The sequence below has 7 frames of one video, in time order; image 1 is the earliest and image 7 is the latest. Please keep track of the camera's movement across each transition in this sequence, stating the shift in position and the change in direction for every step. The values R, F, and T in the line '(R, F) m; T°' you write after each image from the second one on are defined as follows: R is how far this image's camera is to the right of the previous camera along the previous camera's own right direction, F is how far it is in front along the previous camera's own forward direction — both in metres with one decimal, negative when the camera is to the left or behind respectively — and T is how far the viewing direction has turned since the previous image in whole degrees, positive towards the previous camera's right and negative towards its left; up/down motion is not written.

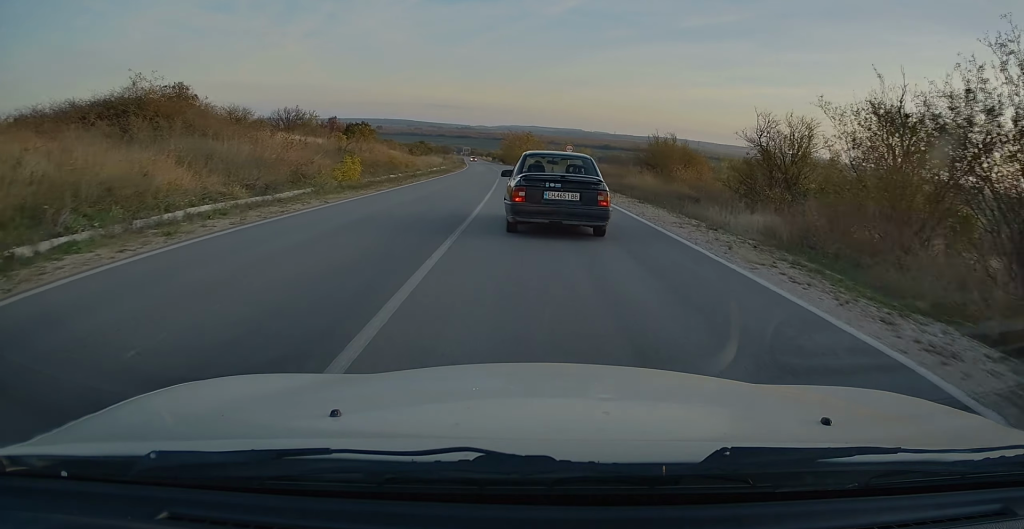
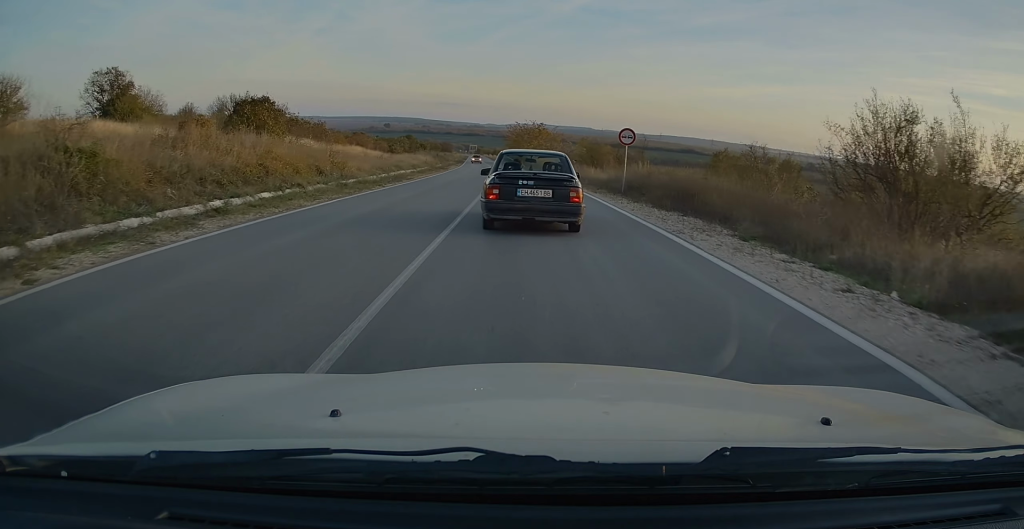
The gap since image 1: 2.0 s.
(-0.2, +25.5) m; -1°
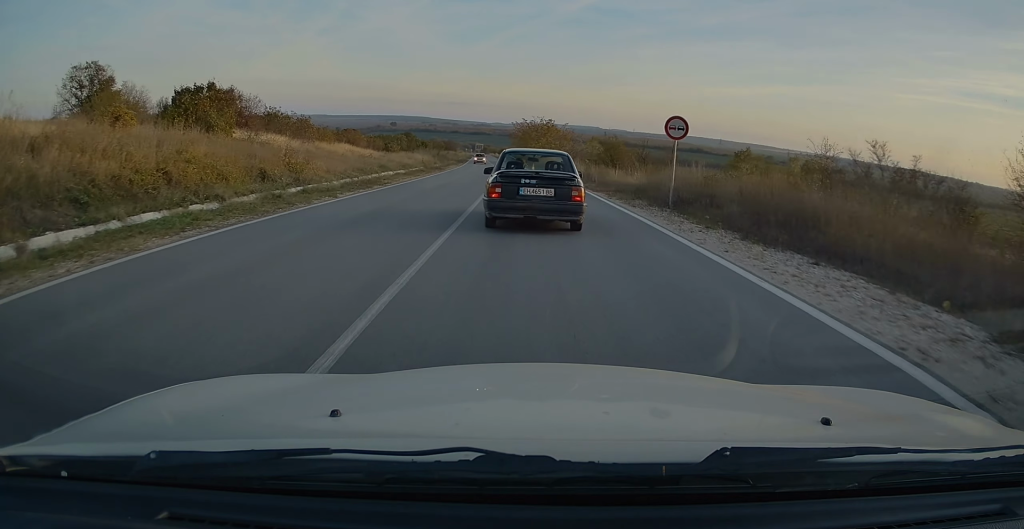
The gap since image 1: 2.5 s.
(0.0, +7.3) m; 0°
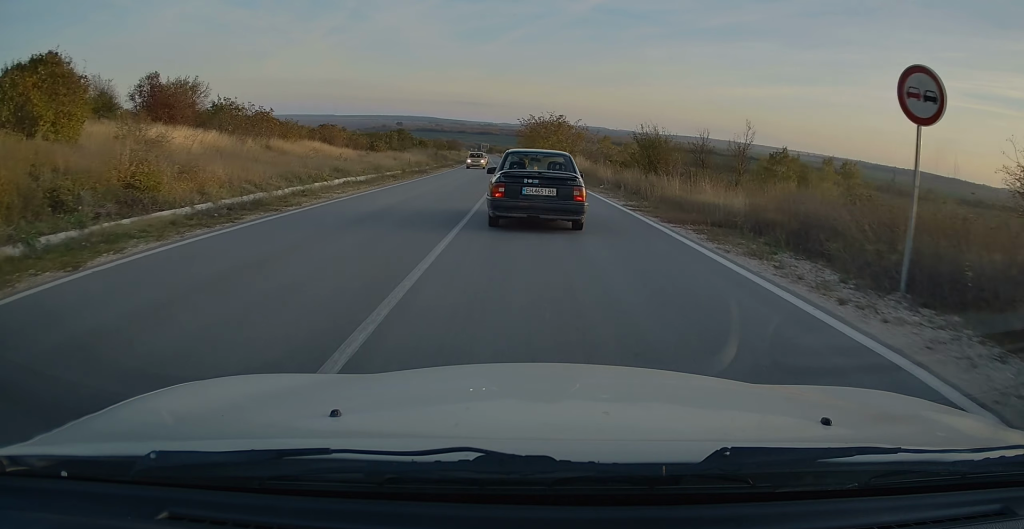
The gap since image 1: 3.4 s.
(-0.1, +11.6) m; -2°
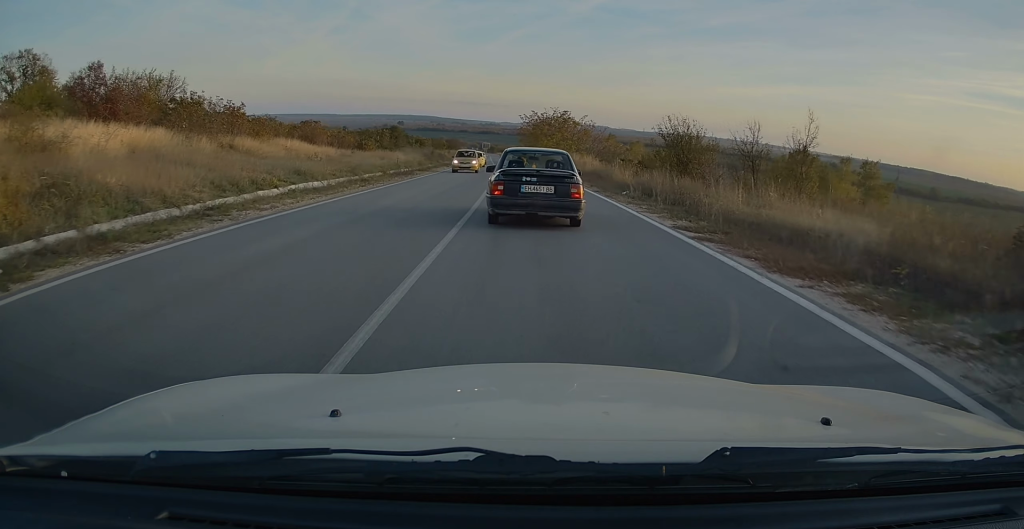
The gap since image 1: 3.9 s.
(-0.1, +6.0) m; 0°
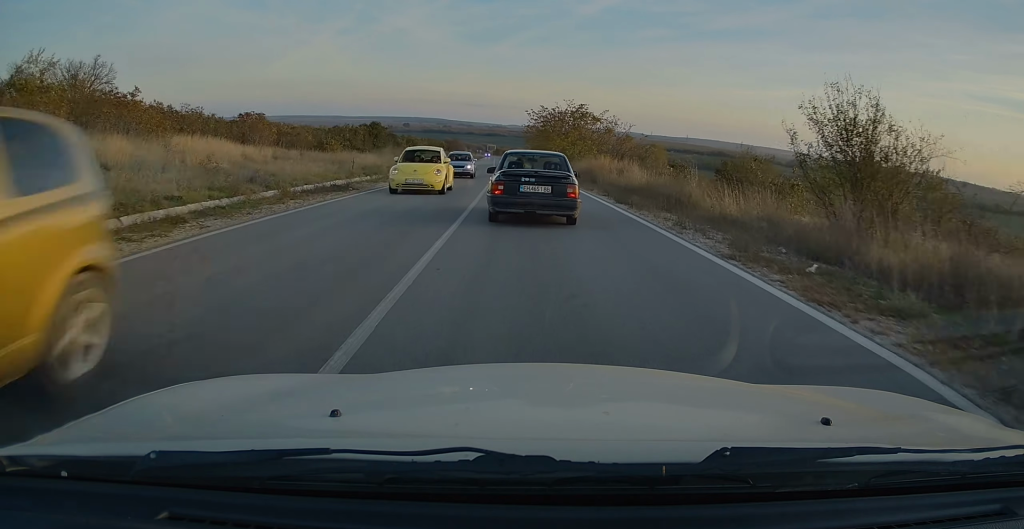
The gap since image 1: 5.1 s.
(+0.1, +14.9) m; 0°
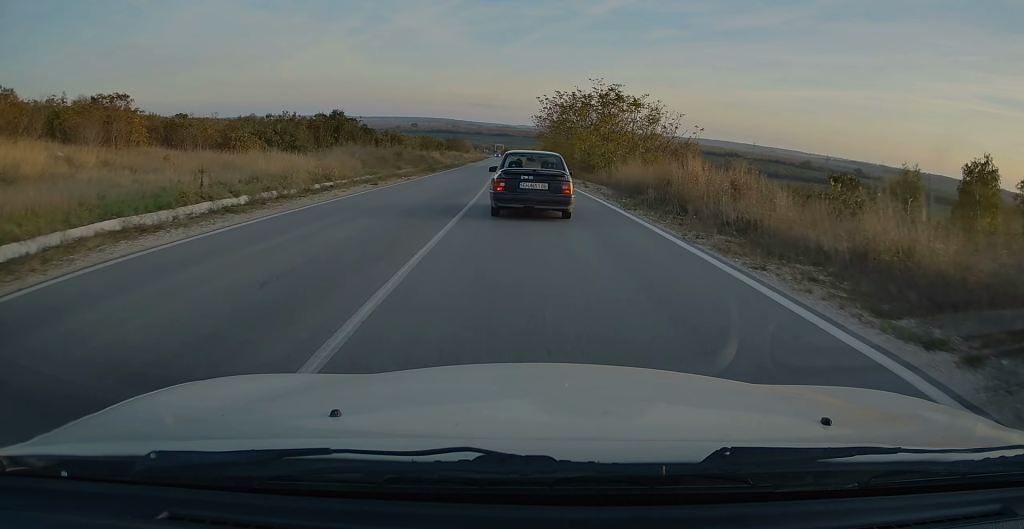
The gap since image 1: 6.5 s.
(-0.3, +18.2) m; -1°
